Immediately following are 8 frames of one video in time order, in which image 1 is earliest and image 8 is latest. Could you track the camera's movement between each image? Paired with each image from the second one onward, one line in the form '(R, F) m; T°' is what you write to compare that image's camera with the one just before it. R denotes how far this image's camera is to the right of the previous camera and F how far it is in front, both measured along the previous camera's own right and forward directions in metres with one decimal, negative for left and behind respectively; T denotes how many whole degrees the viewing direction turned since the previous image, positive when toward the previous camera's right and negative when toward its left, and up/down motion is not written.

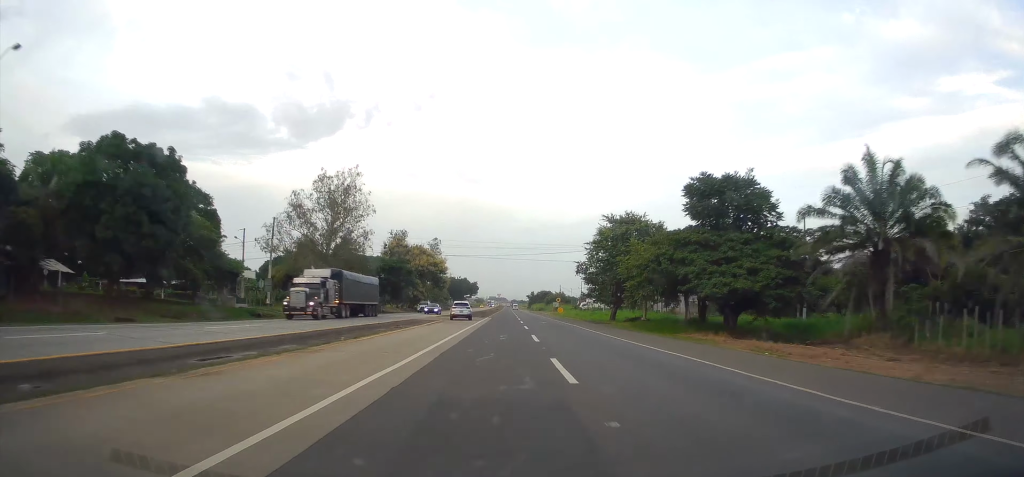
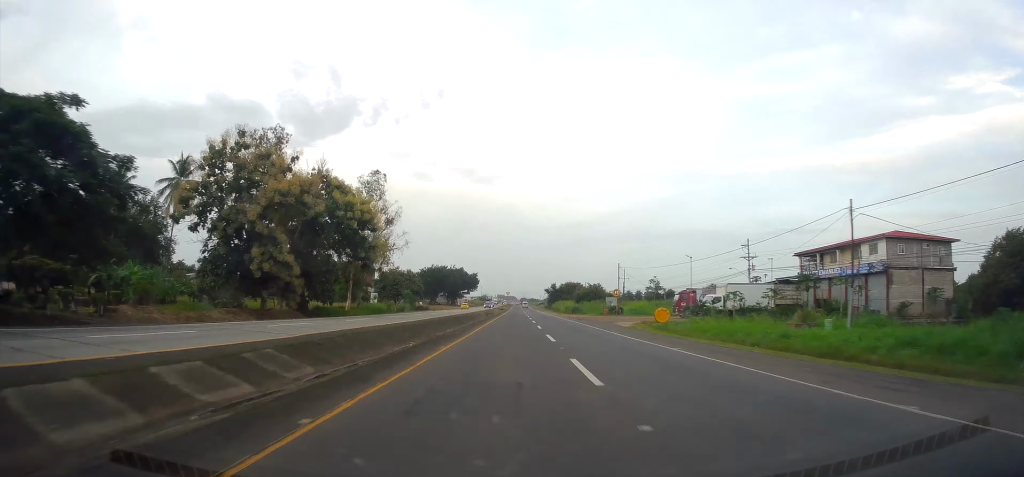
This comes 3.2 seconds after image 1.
(-0.8, +81.4) m; -1°
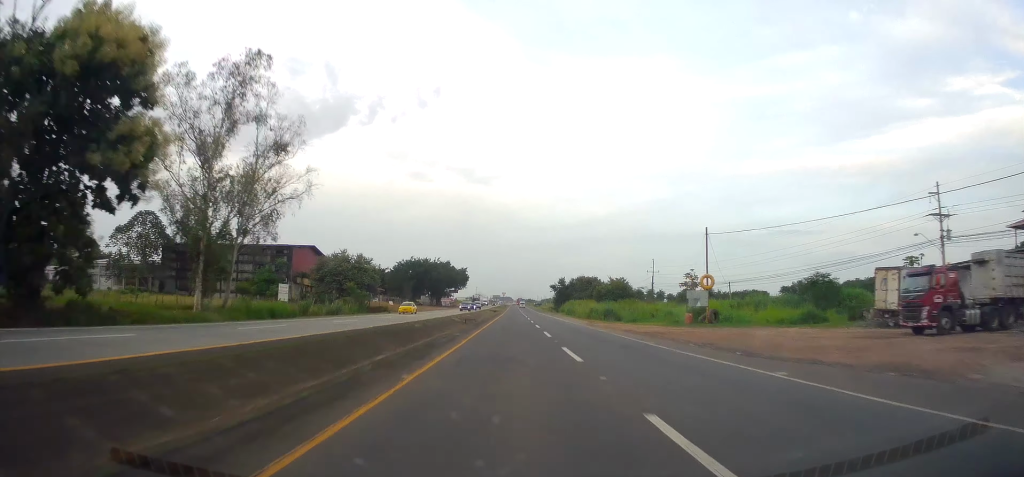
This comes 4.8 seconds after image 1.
(0.0, +40.8) m; +1°
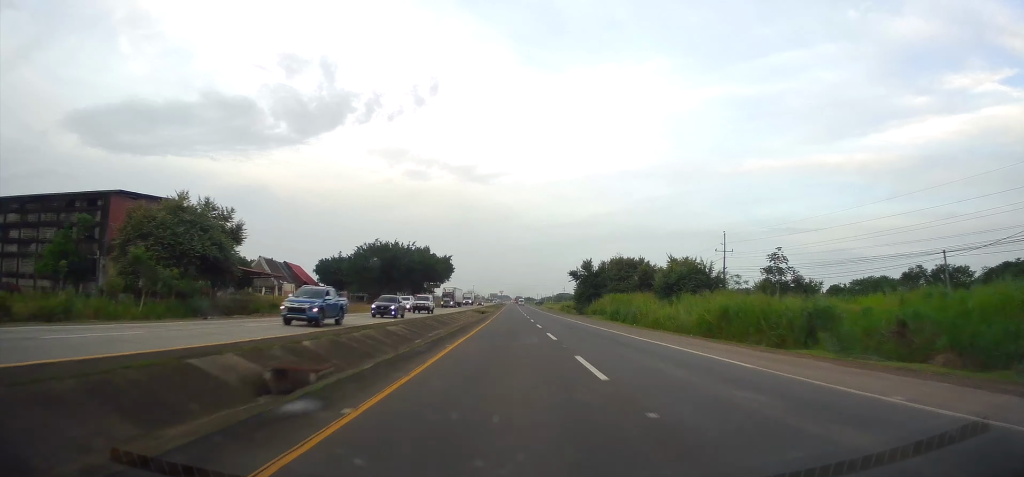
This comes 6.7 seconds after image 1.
(+0.5, +49.4) m; 0°
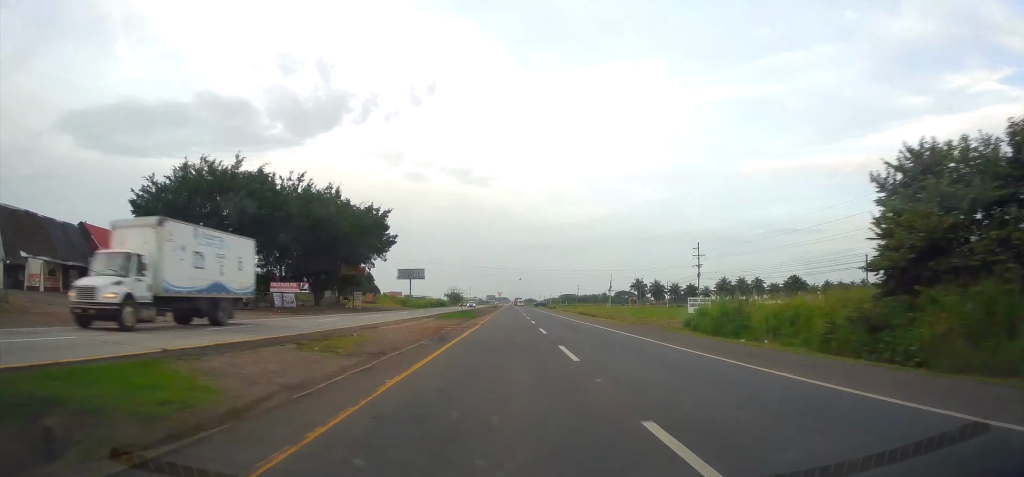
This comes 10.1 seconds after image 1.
(-0.8, +87.8) m; -1°
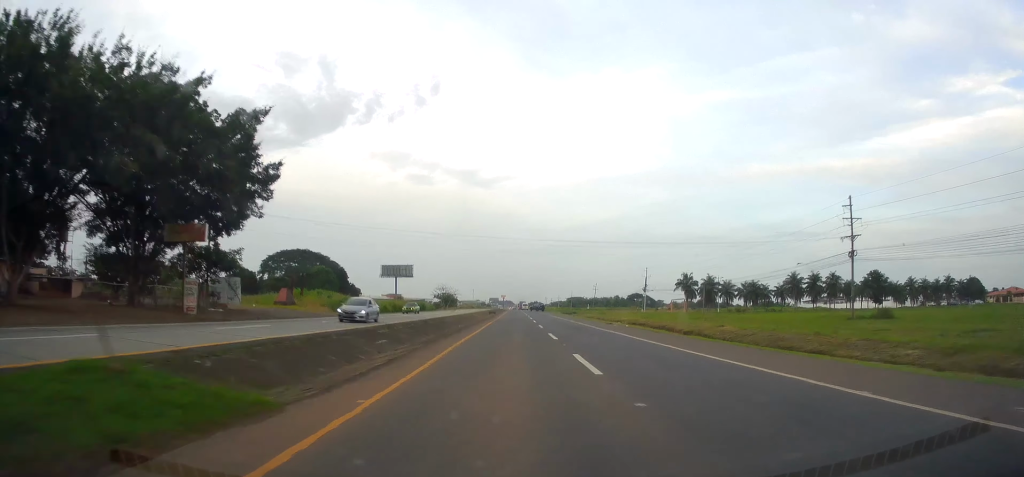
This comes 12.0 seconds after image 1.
(0.0, +49.0) m; 0°
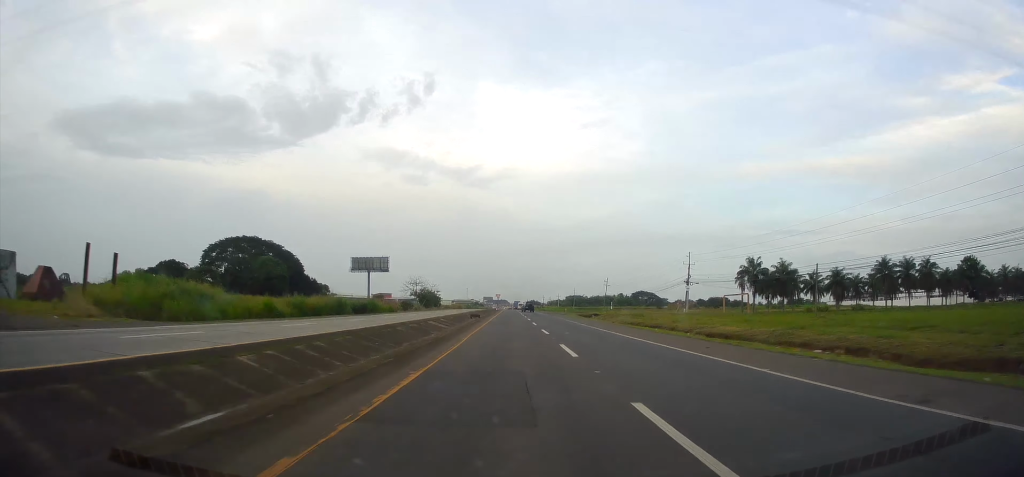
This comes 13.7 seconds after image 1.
(0.0, +42.4) m; 0°
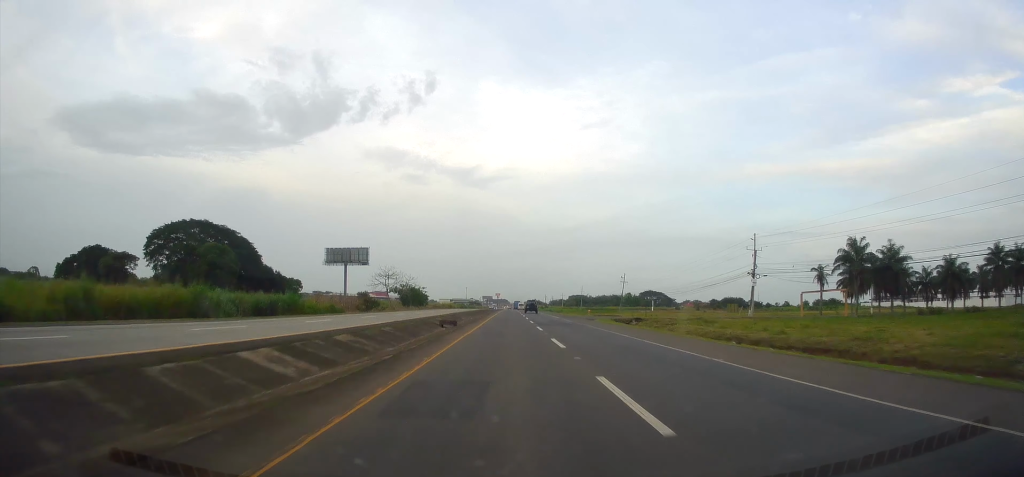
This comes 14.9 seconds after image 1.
(+0.1, +31.6) m; 0°
